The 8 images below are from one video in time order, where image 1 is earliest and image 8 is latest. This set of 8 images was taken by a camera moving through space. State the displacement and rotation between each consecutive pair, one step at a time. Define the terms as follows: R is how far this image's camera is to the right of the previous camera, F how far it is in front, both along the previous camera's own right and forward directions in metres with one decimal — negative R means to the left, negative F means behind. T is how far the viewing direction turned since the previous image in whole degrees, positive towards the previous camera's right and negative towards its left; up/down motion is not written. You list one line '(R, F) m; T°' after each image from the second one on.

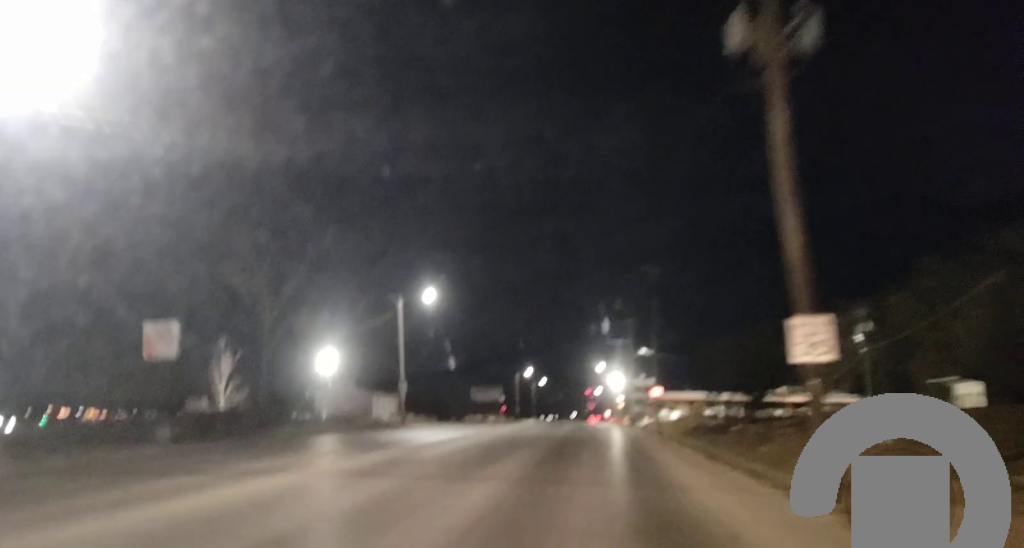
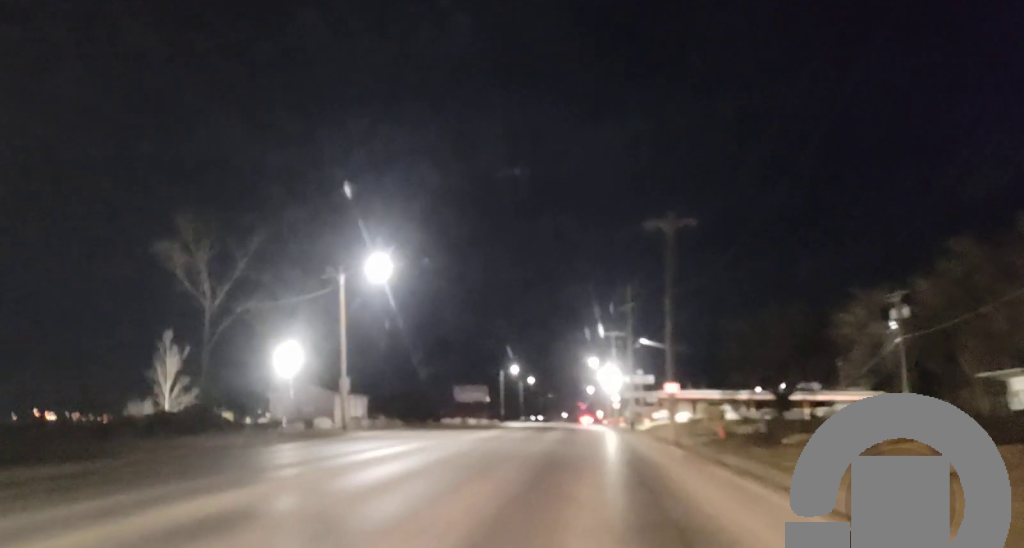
(-0.2, +12.6) m; -1°
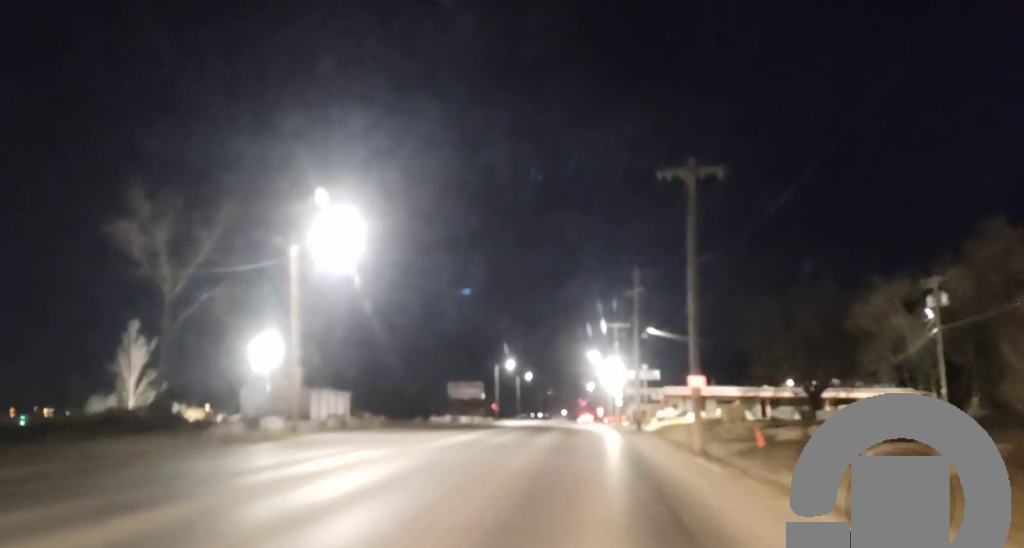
(-0.2, +7.8) m; 0°
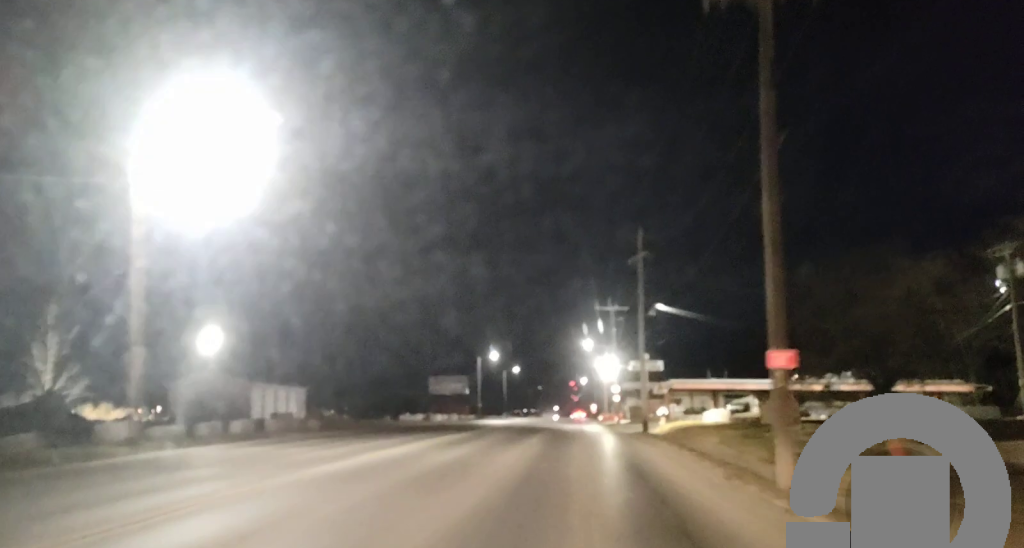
(+0.6, +12.9) m; +2°
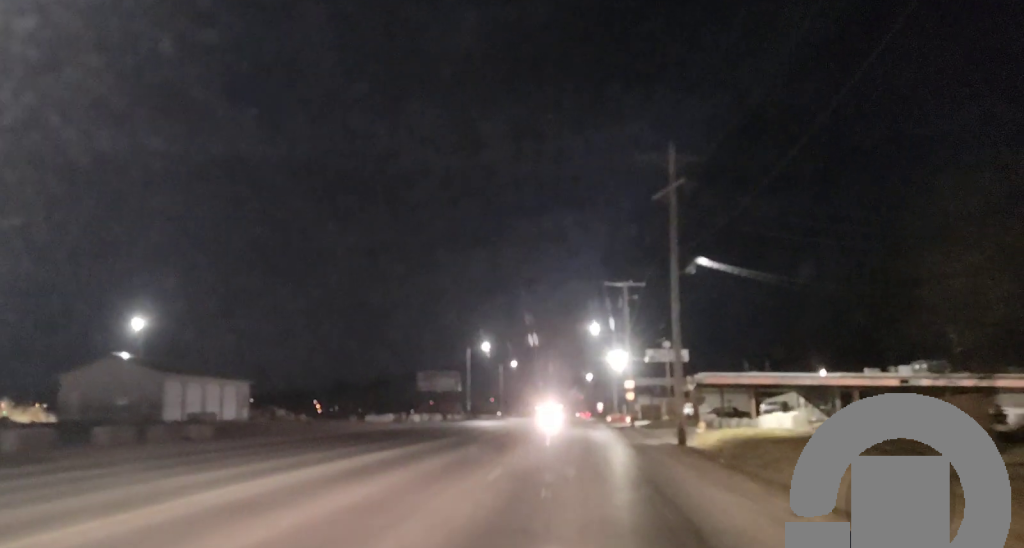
(0.0, +15.3) m; 0°
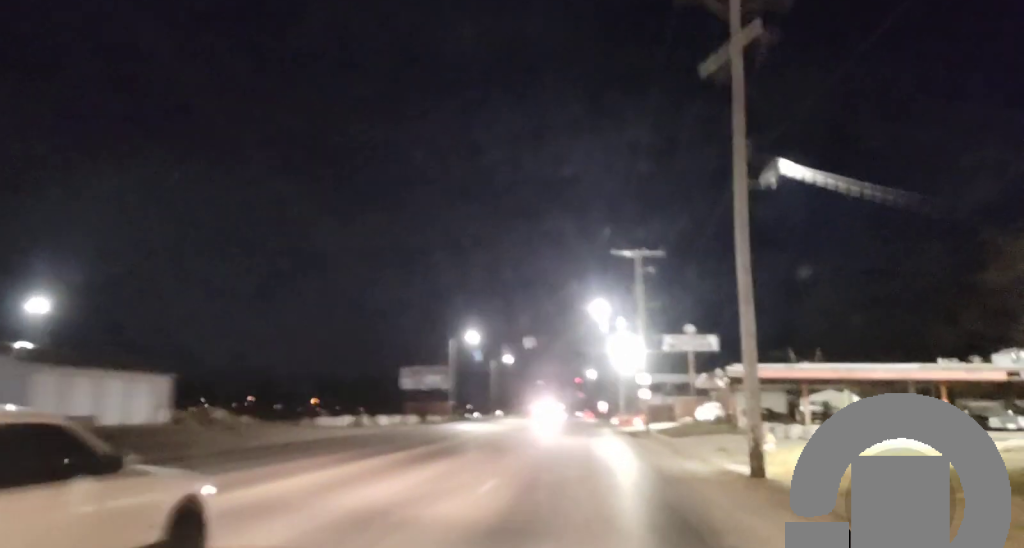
(-0.1, +13.3) m; -1°
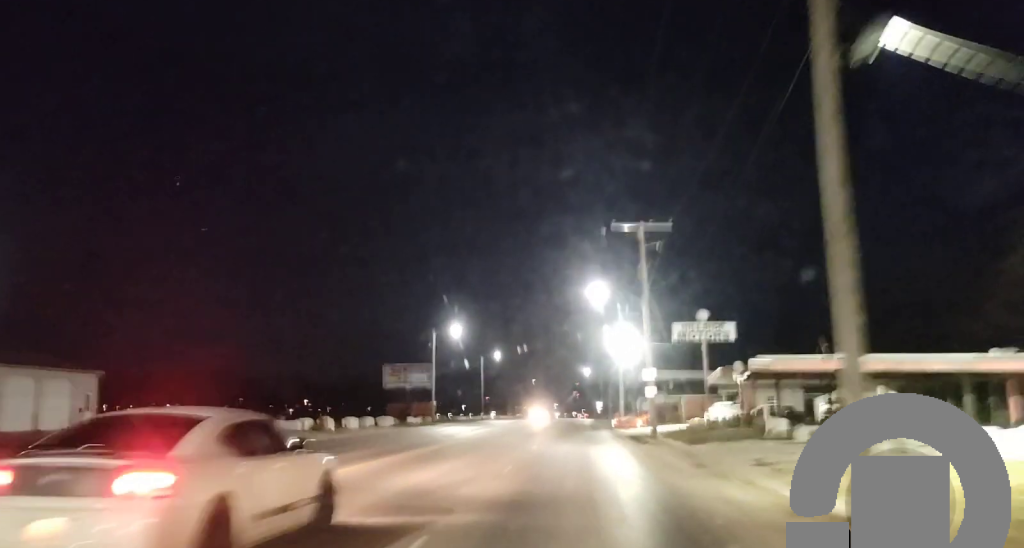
(-0.1, +7.5) m; 0°
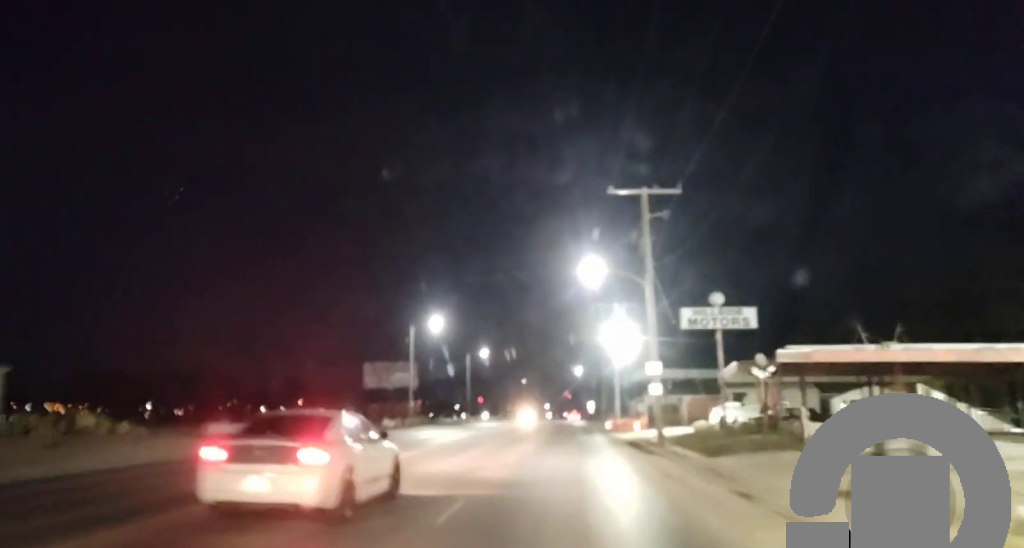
(+0.1, +7.6) m; +1°
